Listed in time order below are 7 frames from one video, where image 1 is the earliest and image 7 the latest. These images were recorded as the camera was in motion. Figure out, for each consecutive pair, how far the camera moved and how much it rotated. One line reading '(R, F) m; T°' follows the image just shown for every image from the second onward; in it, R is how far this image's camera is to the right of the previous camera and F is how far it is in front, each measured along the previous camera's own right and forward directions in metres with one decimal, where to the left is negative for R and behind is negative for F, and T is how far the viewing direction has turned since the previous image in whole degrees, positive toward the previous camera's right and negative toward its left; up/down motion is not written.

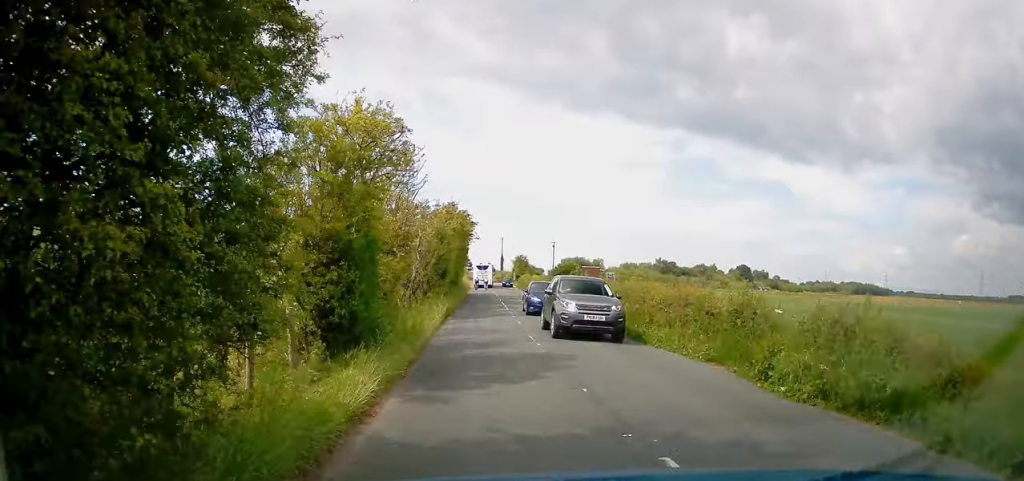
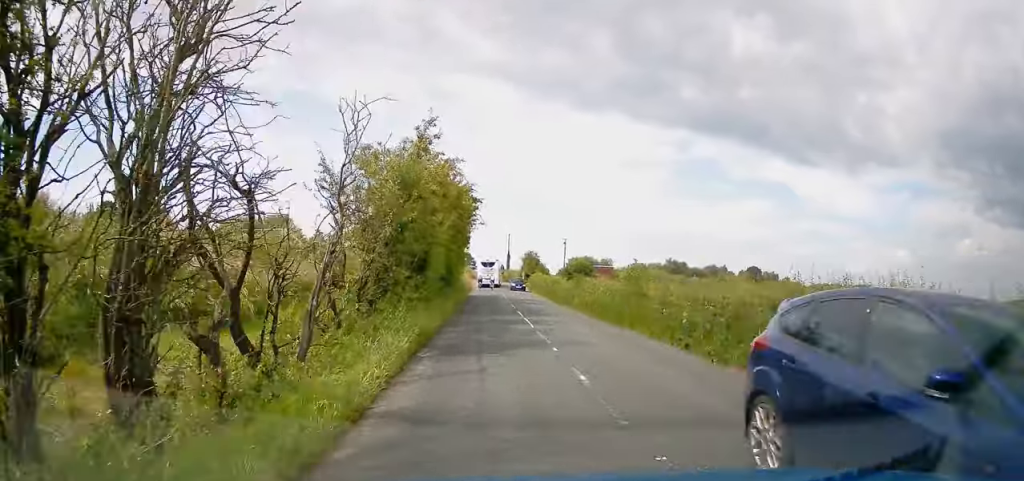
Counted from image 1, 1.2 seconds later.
(-0.1, +12.2) m; 0°
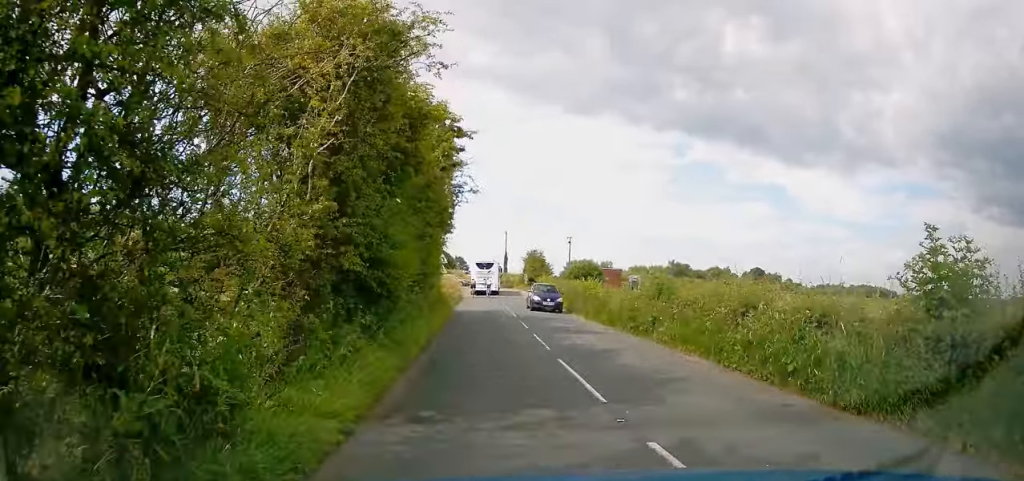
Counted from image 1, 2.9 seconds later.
(-0.1, +16.4) m; 0°
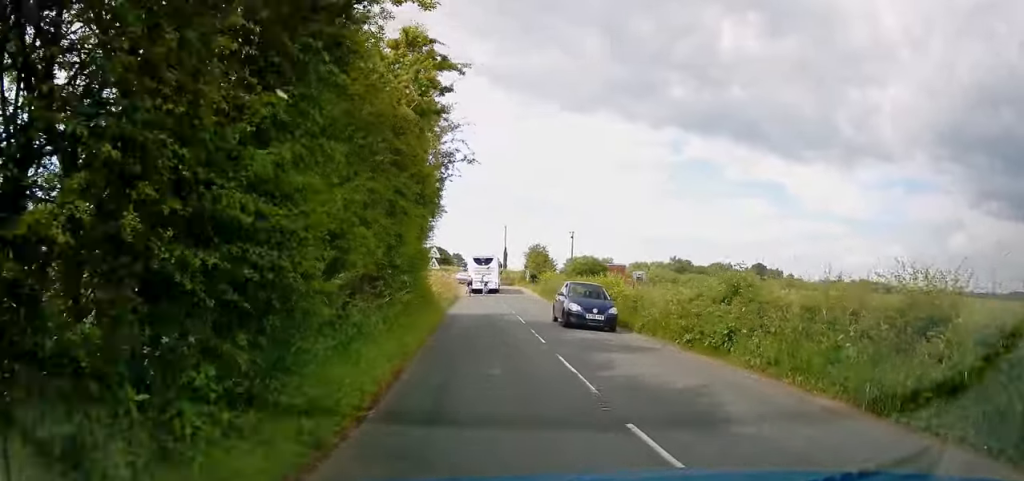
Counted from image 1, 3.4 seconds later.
(+0.1, +5.4) m; 0°
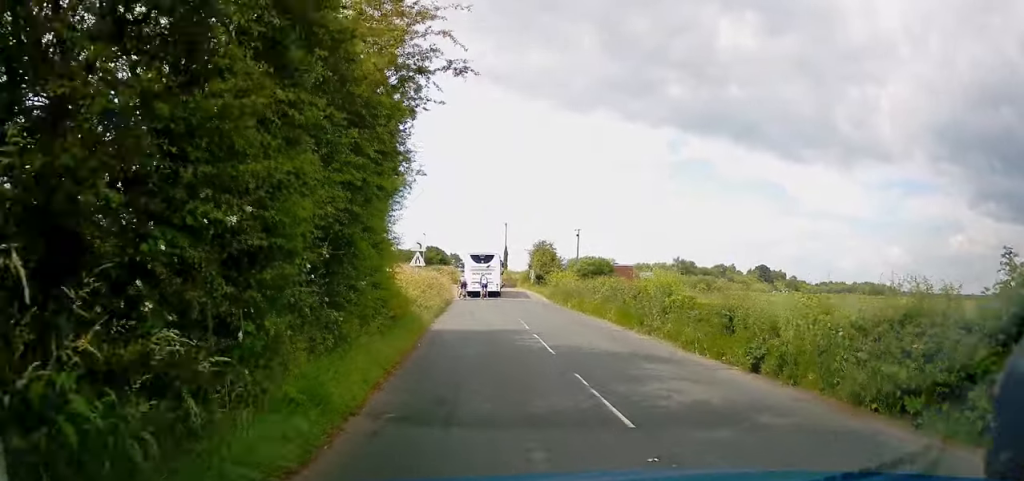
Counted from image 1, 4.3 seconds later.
(0.0, +7.8) m; 0°
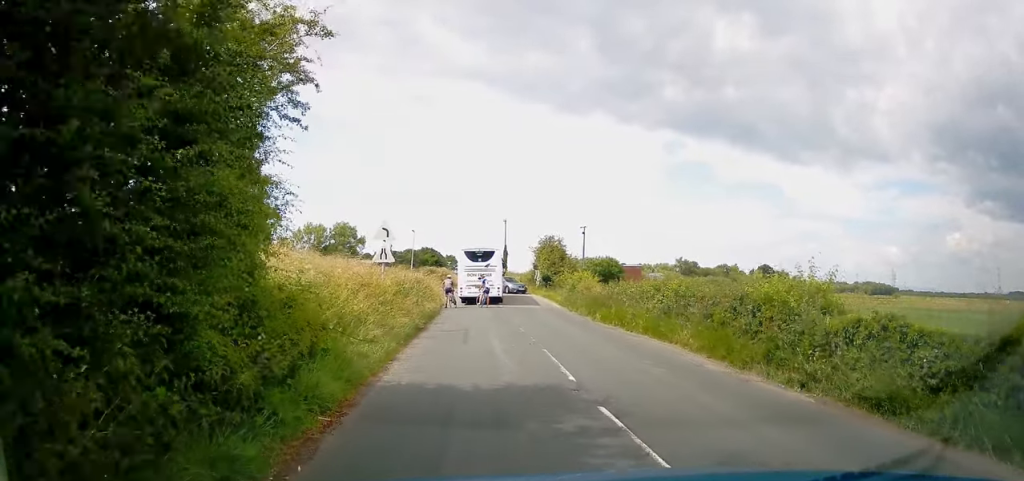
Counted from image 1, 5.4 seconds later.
(-0.1, +8.6) m; -1°
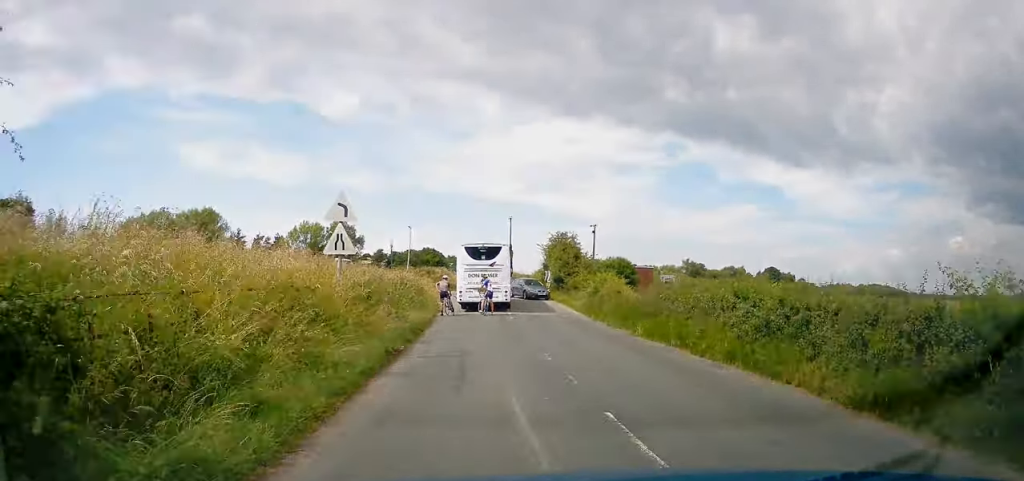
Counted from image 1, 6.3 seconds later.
(0.0, +5.9) m; 0°
